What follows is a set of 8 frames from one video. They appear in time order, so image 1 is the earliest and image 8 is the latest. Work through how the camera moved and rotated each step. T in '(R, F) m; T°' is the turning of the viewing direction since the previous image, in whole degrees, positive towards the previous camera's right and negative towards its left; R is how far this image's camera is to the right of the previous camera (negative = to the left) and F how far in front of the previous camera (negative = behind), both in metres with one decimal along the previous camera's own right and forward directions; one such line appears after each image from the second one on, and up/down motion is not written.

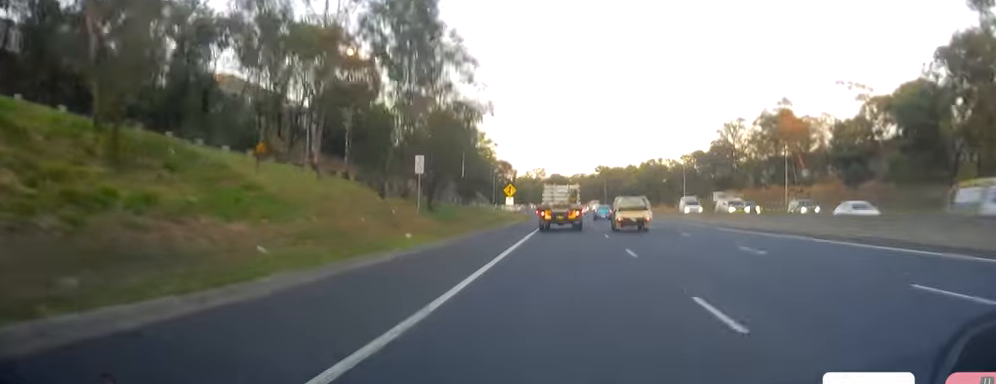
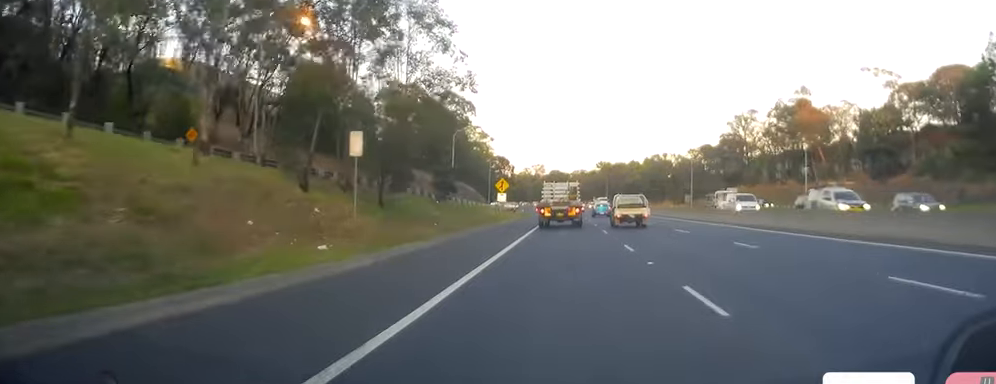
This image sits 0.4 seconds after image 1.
(+0.2, +11.4) m; 0°
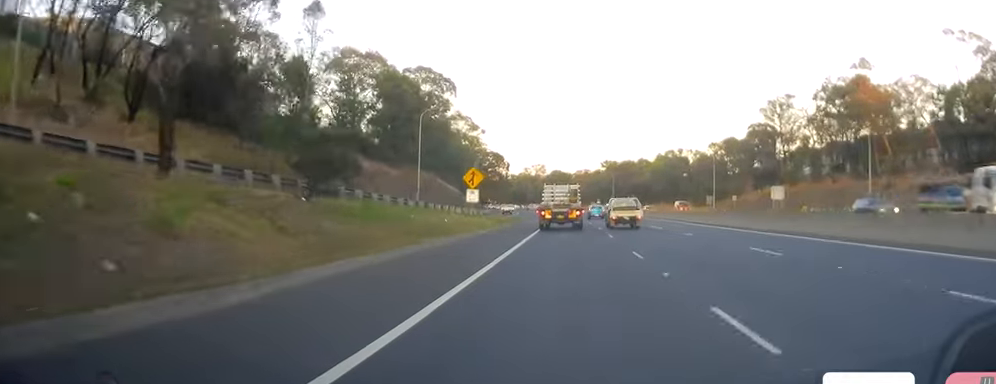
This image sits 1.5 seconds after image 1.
(-0.3, +26.6) m; -2°
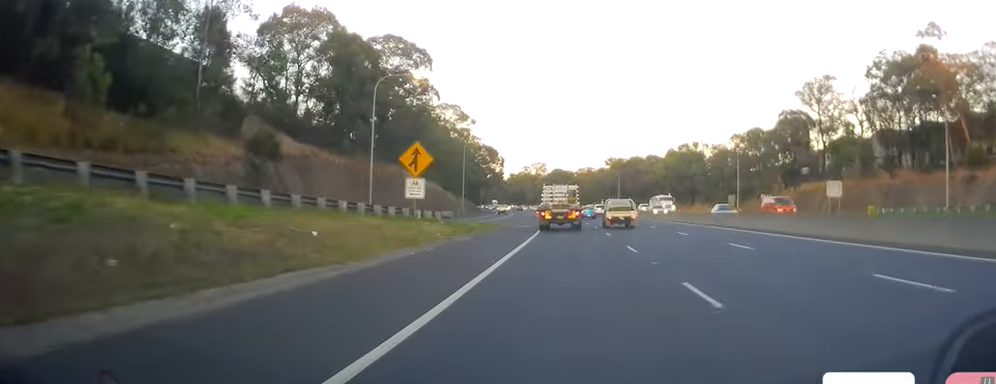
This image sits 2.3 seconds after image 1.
(-0.4, +21.0) m; 0°
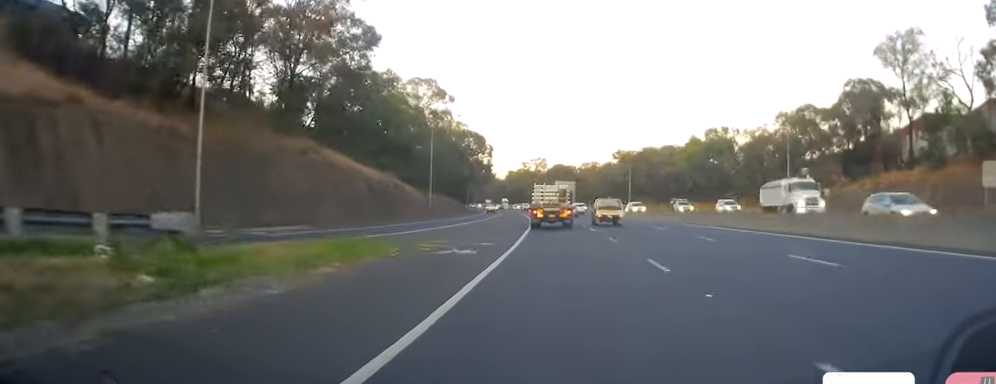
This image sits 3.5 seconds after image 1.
(+0.3, +31.0) m; 0°
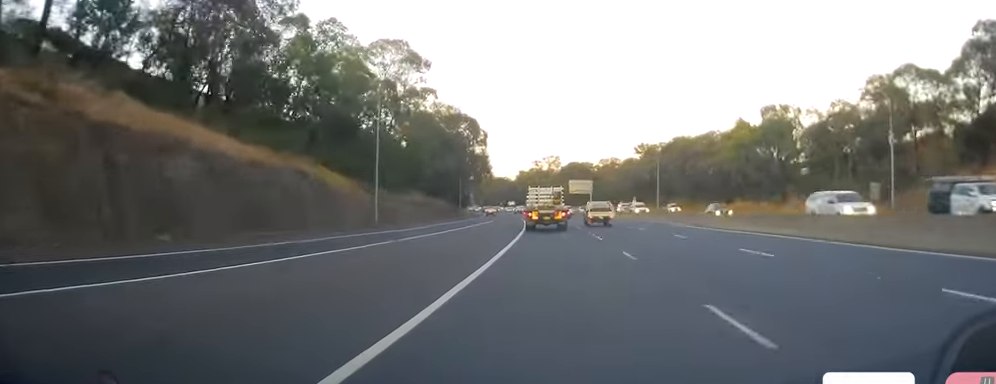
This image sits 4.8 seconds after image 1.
(-0.5, +31.3) m; -1°
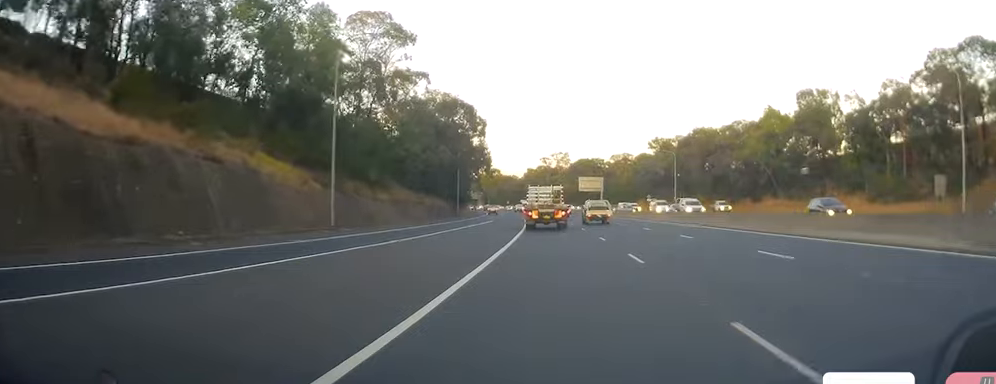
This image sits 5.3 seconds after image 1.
(0.0, +13.1) m; 0°
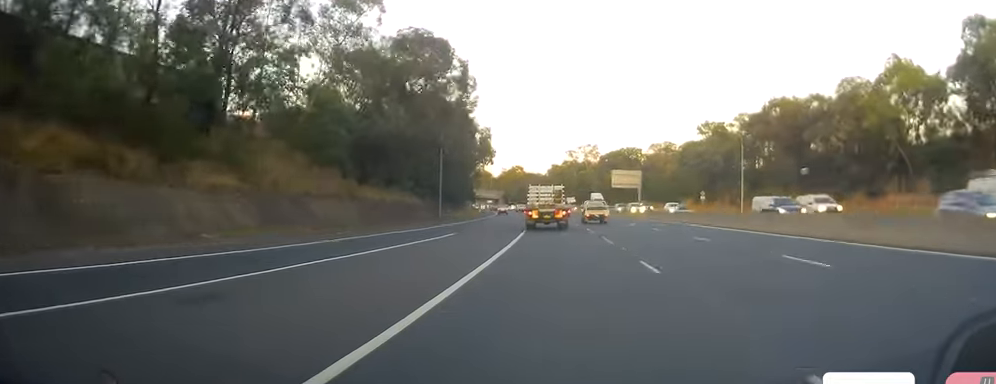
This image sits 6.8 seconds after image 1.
(-0.8, +37.0) m; -3°
